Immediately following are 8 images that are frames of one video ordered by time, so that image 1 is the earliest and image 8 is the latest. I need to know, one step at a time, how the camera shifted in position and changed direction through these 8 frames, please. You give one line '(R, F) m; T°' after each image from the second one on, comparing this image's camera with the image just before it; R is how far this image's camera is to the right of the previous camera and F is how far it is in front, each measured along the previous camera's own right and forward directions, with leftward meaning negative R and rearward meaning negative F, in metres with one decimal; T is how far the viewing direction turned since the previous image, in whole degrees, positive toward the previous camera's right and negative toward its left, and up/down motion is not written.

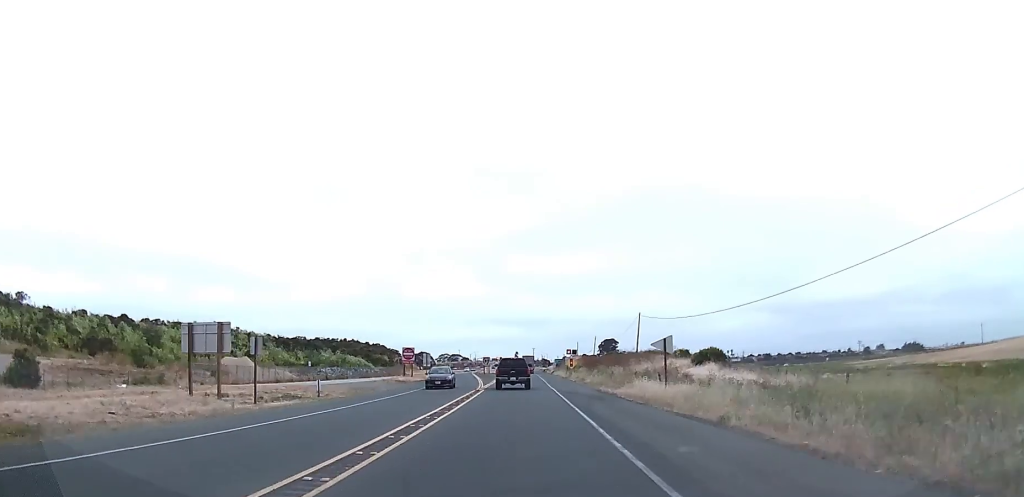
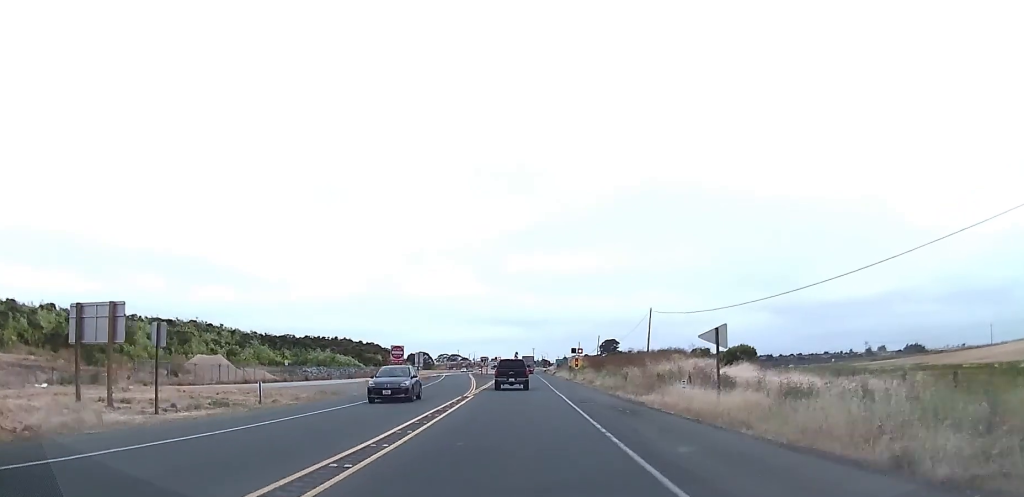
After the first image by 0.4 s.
(-0.3, +8.8) m; 0°
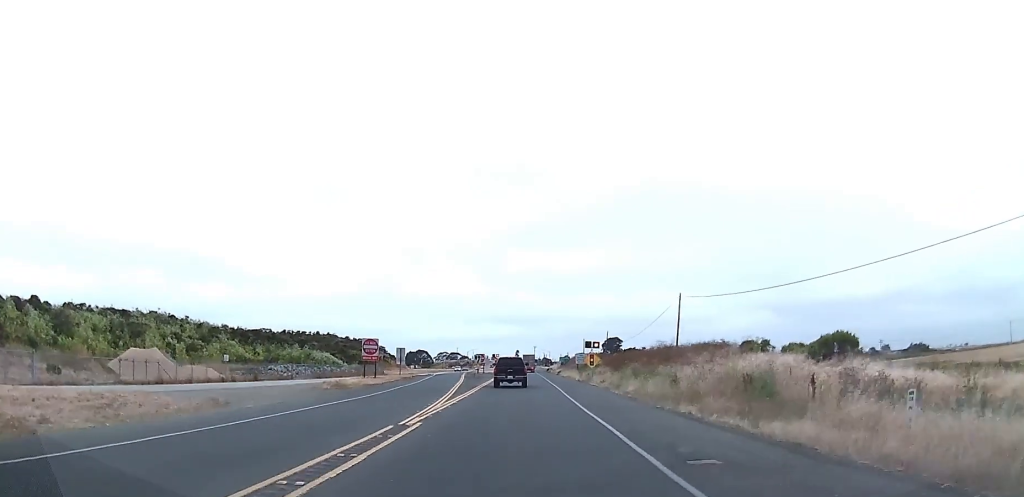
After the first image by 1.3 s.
(+0.5, +16.7) m; +1°
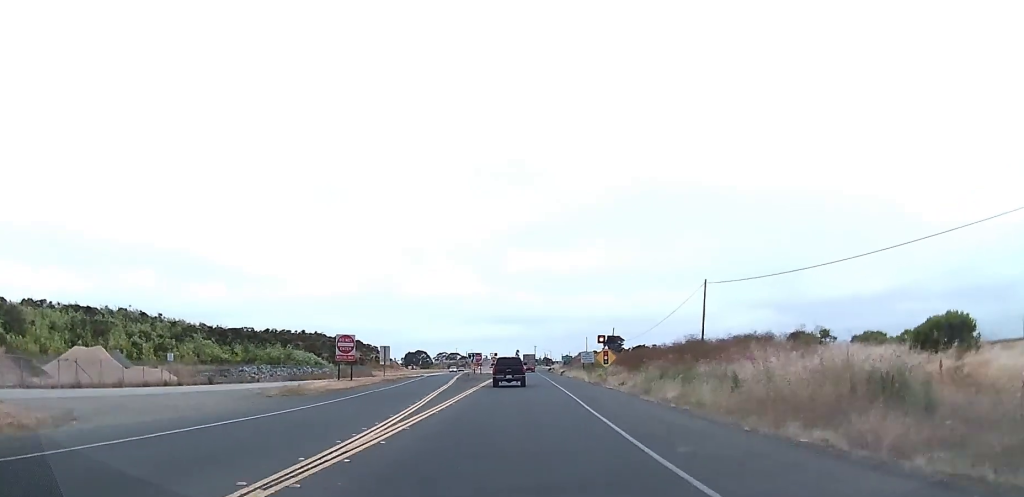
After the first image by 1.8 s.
(0.0, +10.6) m; 0°
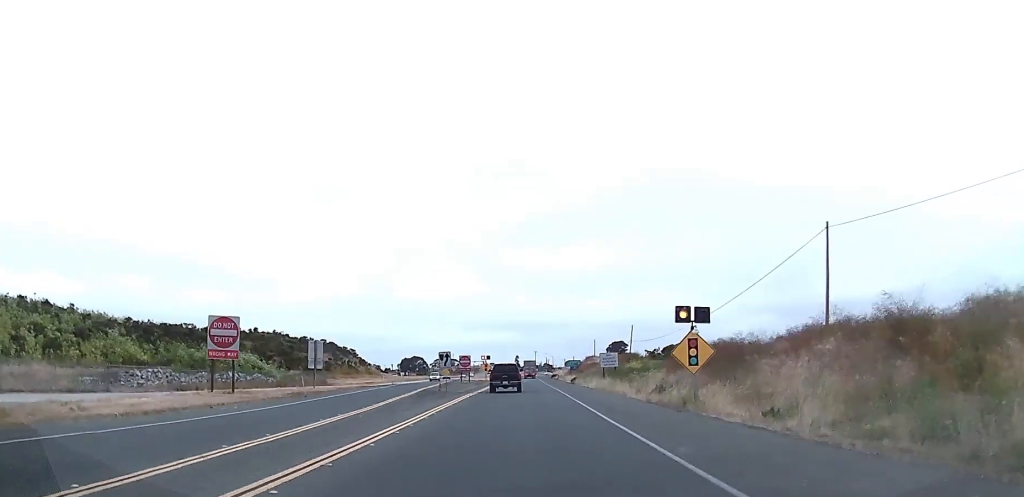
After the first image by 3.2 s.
(0.0, +27.2) m; 0°
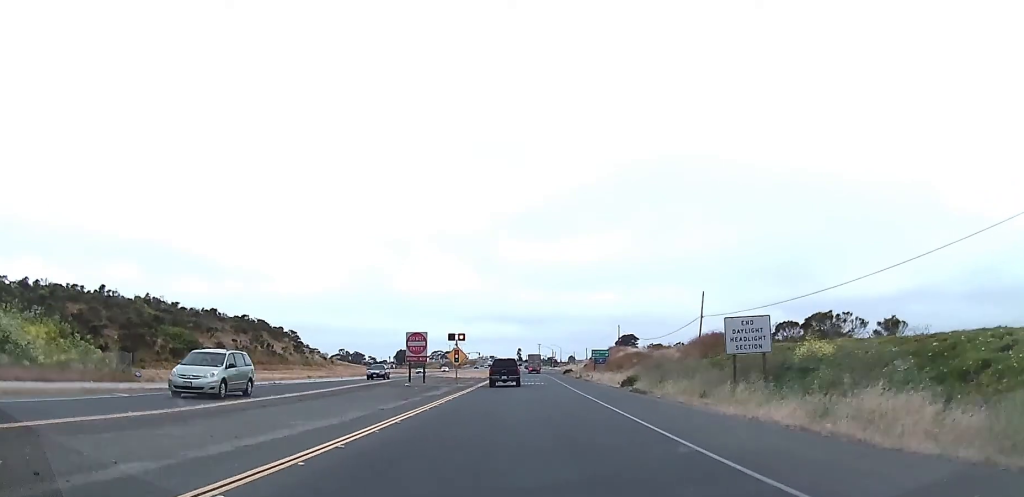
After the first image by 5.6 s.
(-0.4, +49.0) m; -2°
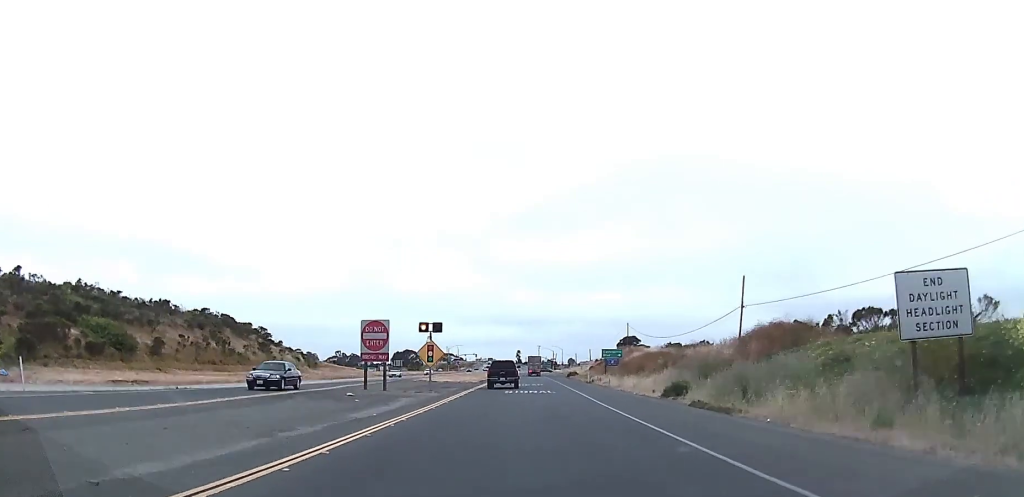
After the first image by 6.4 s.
(-0.4, +15.3) m; 0°
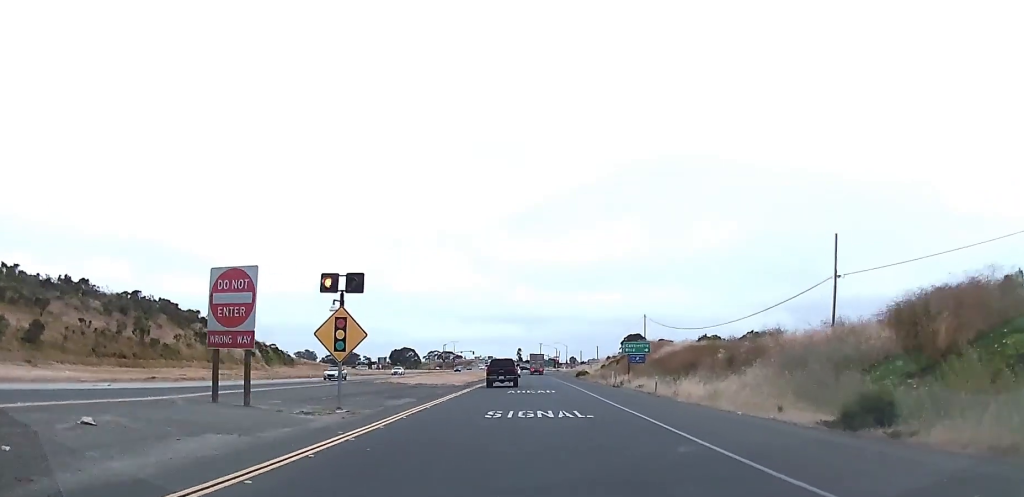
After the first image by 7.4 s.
(+0.4, +20.0) m; 0°
